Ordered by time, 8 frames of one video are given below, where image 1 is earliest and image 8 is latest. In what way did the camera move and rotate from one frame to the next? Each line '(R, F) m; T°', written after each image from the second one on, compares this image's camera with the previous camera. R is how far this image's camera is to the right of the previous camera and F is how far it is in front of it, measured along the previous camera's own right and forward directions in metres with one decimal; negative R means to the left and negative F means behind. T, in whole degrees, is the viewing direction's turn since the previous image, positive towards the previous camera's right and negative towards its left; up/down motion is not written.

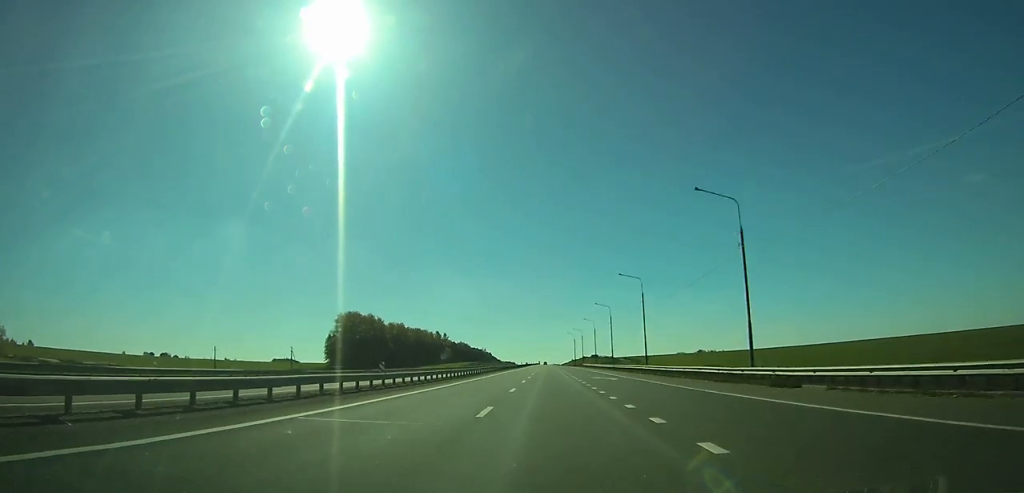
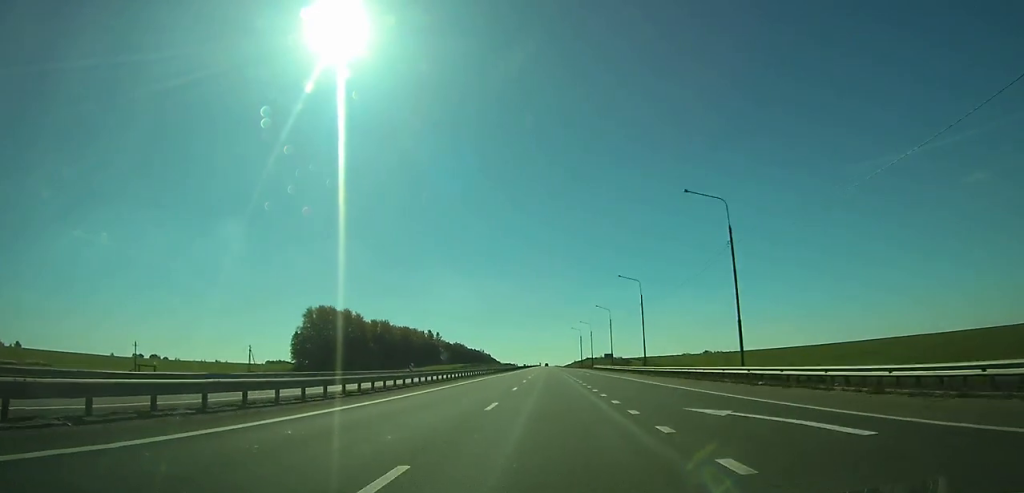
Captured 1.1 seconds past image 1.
(0.0, +33.4) m; 0°
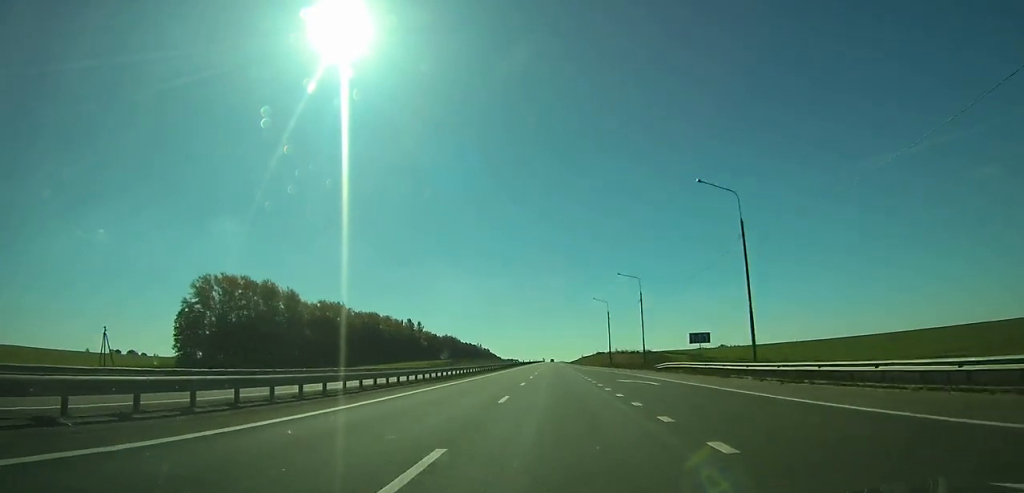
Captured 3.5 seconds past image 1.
(0.0, +70.8) m; 0°
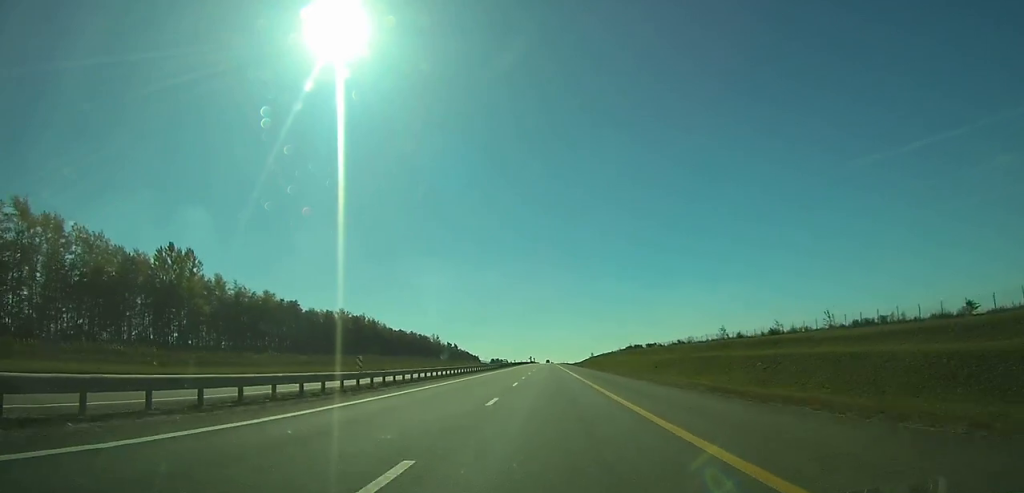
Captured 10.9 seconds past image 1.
(+0.5, +216.8) m; 0°
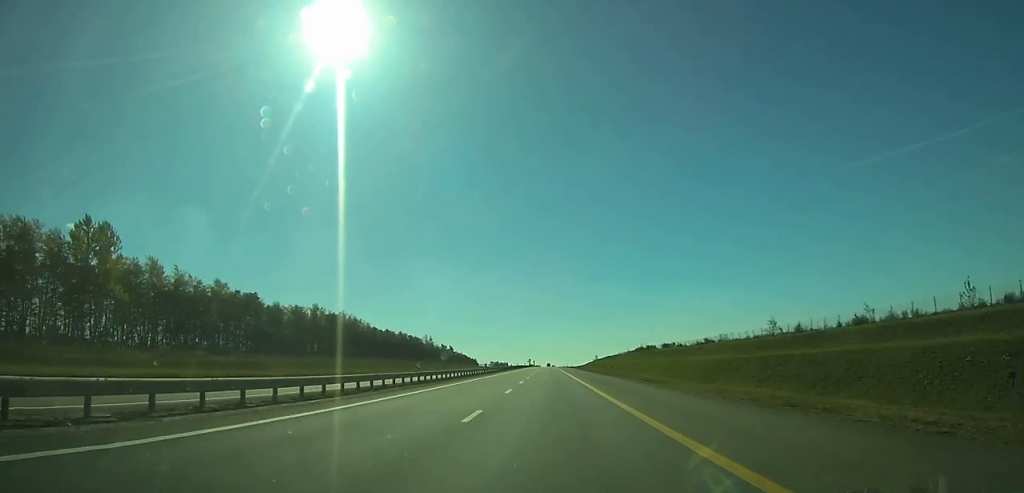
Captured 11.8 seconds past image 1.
(0.0, +27.7) m; 0°
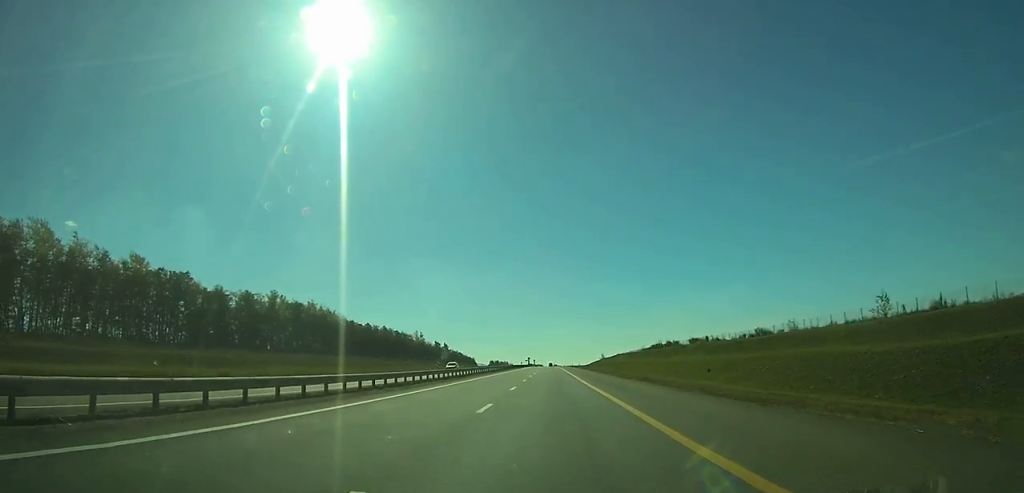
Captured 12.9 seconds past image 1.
(0.0, +33.8) m; 0°
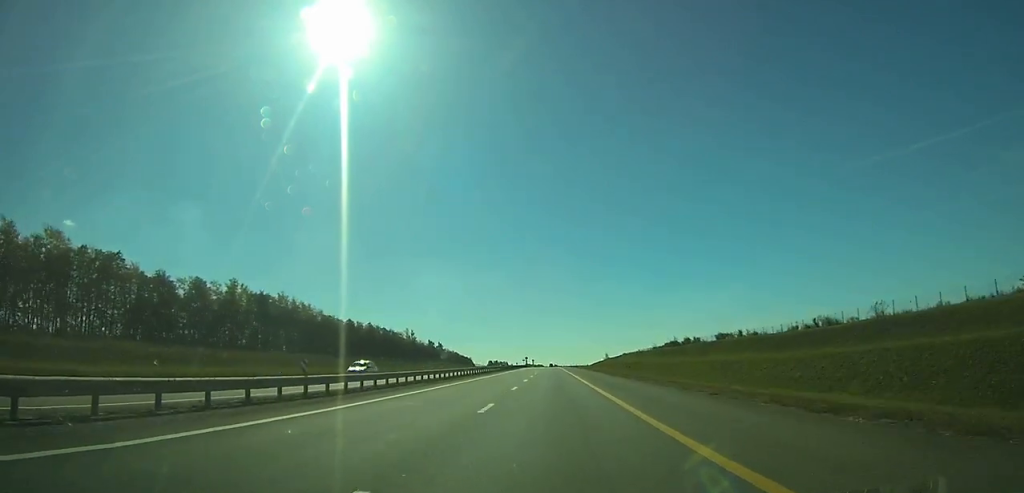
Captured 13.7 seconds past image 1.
(0.0, +23.8) m; 0°
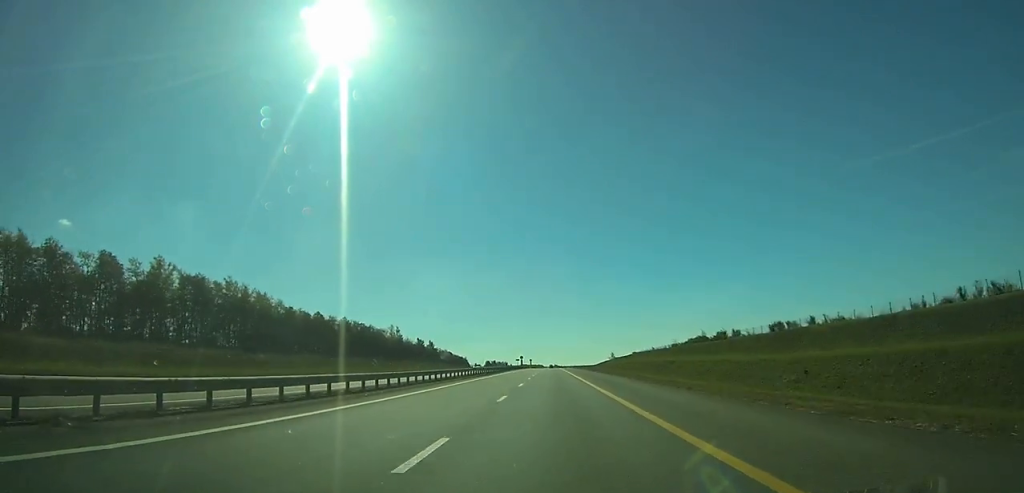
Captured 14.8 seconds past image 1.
(0.0, +31.8) m; 0°
